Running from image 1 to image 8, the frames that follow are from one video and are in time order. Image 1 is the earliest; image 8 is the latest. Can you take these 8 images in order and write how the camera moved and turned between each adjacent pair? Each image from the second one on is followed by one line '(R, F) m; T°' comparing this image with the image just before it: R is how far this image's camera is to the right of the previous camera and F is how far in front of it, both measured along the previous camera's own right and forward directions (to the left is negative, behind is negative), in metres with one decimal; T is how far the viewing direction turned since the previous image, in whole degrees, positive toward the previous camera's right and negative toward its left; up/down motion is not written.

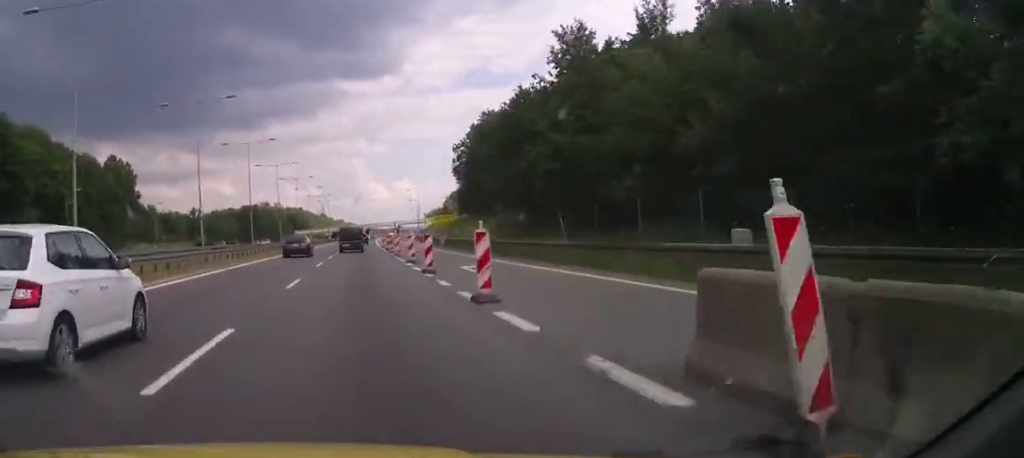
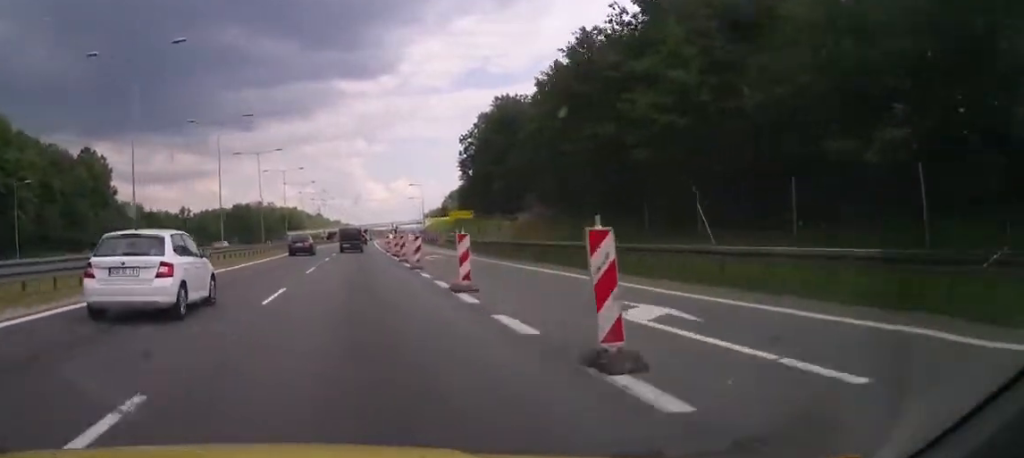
(0.0, +15.7) m; 0°
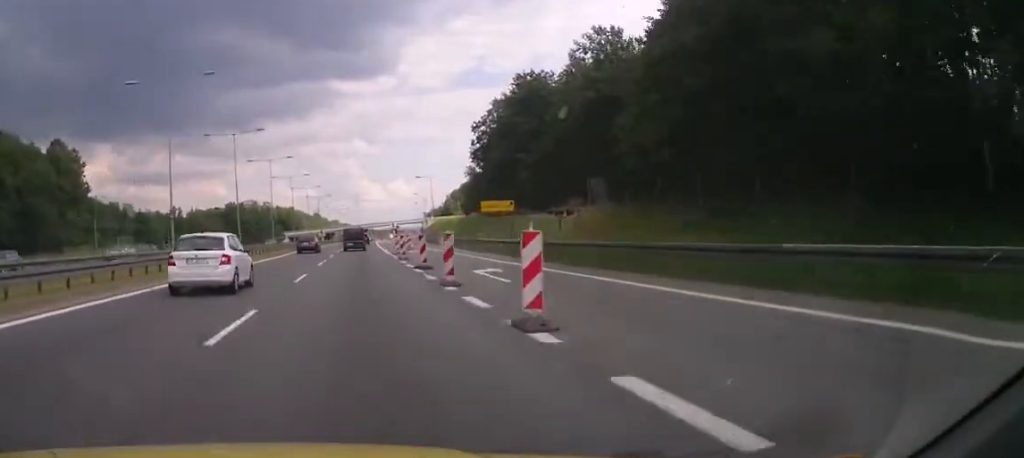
(0.0, +16.6) m; 0°
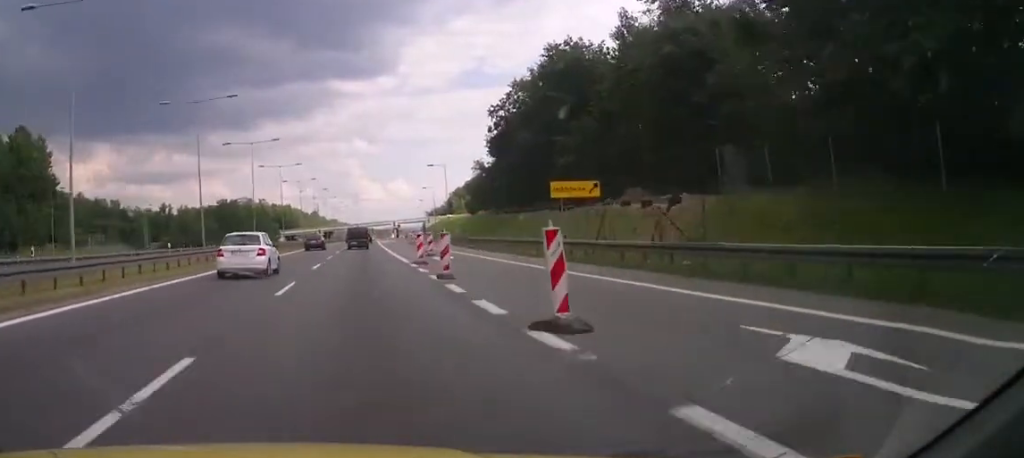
(0.0, +16.7) m; +1°
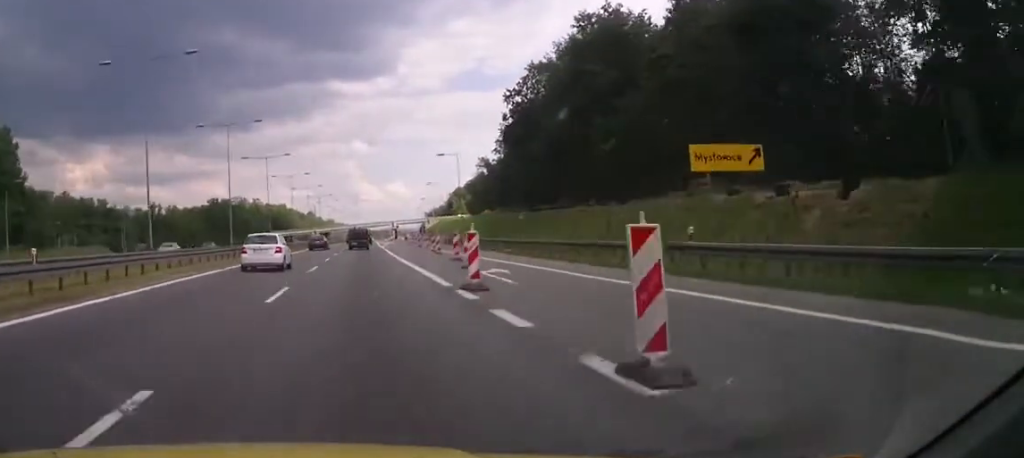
(-0.1, +13.2) m; +1°
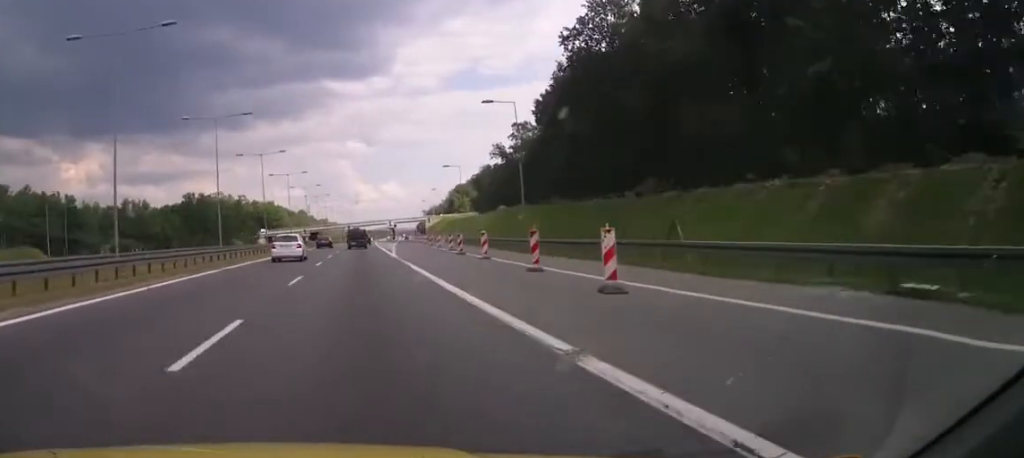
(+0.6, +30.1) m; +1°
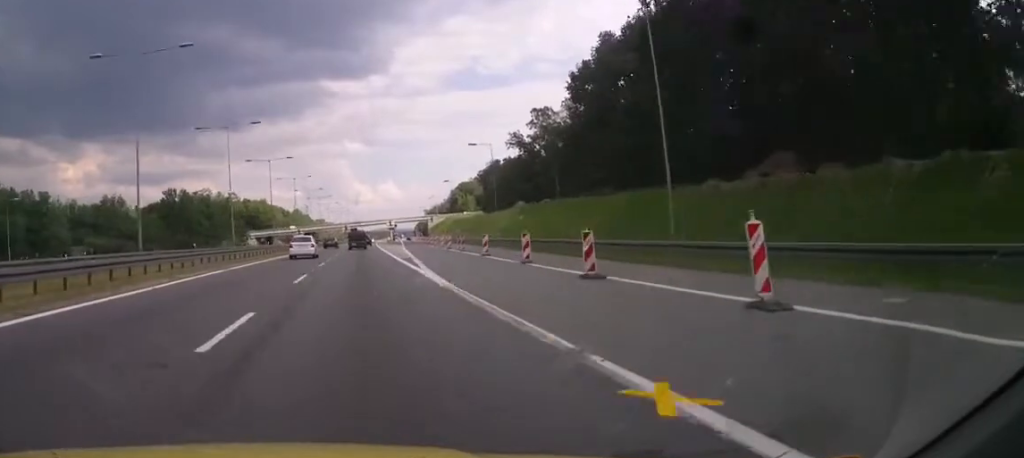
(-0.1, +22.4) m; 0°
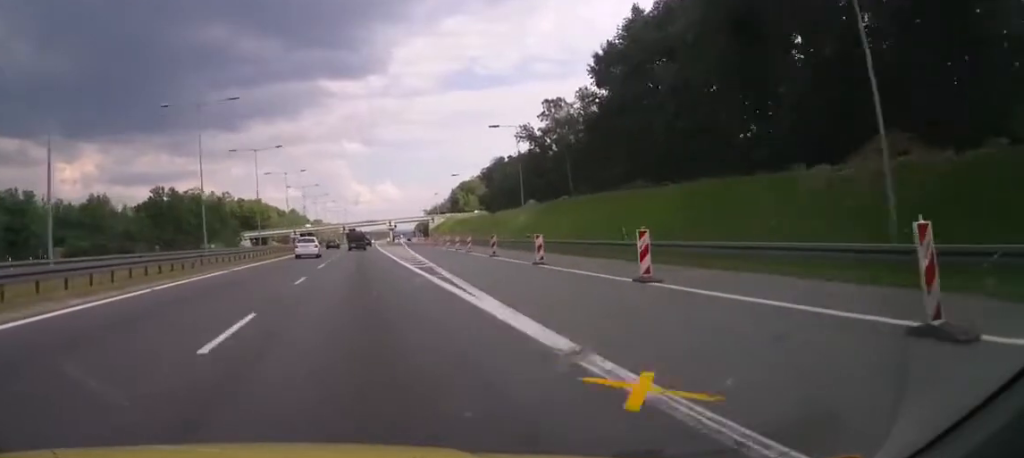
(0.0, +11.7) m; 0°
